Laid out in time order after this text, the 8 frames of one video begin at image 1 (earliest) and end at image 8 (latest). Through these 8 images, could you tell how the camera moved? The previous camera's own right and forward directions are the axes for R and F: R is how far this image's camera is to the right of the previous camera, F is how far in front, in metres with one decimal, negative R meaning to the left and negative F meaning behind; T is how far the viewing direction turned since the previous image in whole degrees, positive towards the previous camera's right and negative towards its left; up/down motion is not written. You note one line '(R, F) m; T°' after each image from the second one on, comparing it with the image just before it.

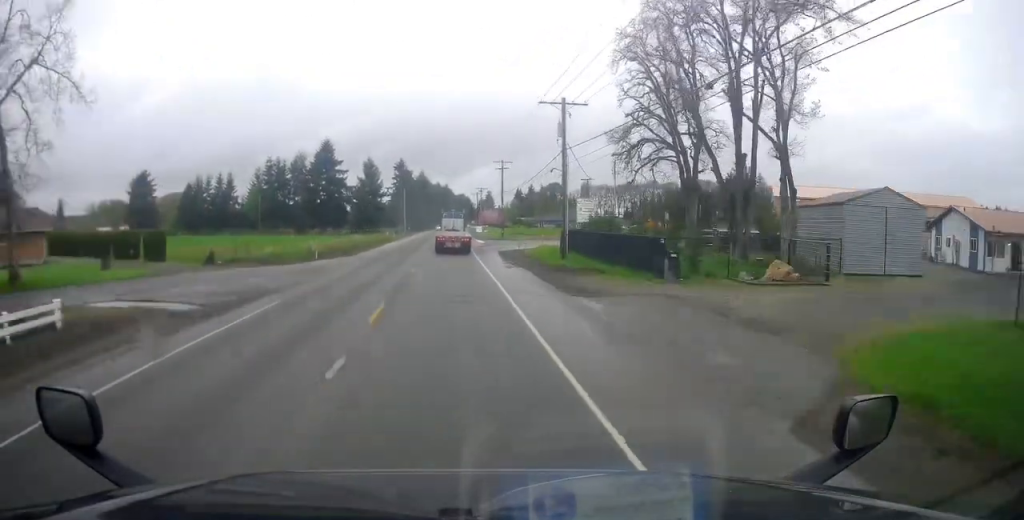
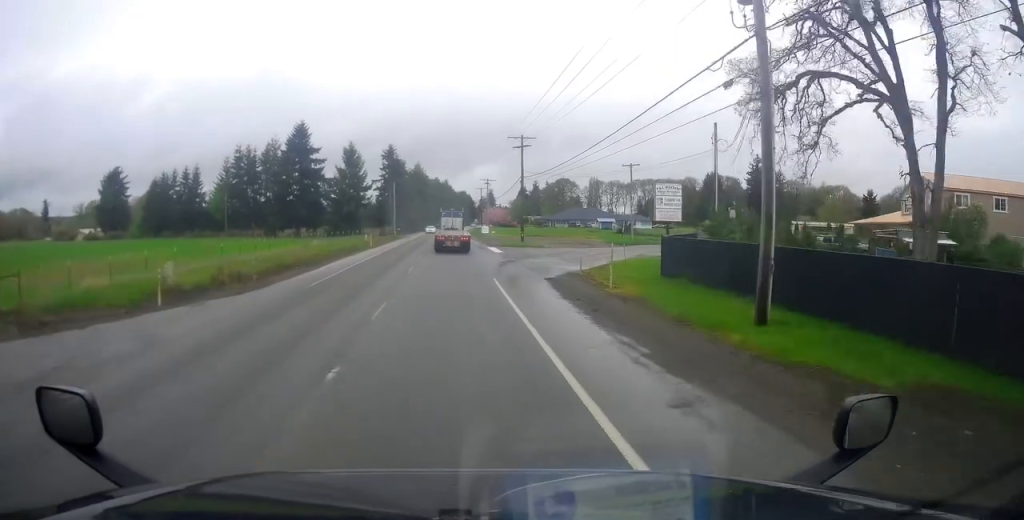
(+0.4, +24.7) m; +1°
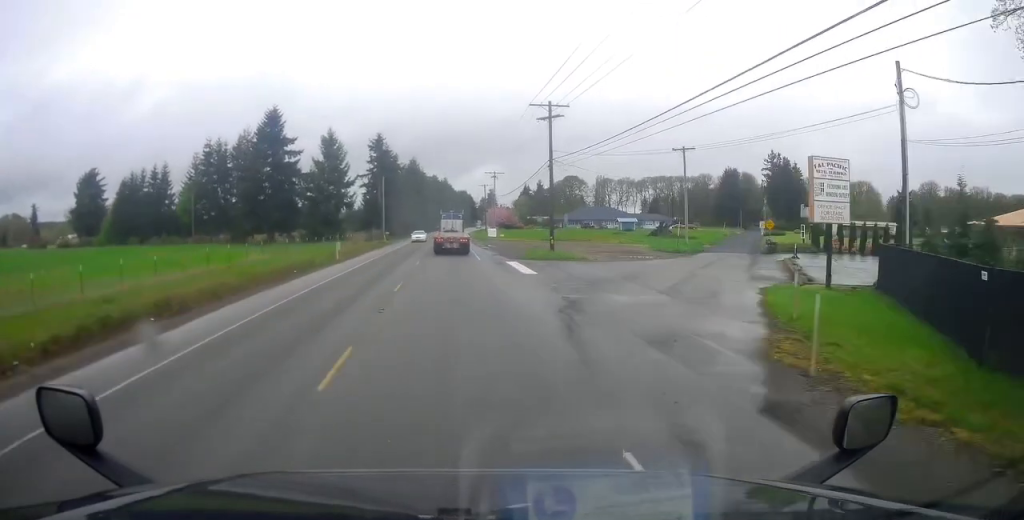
(0.0, +18.0) m; -1°
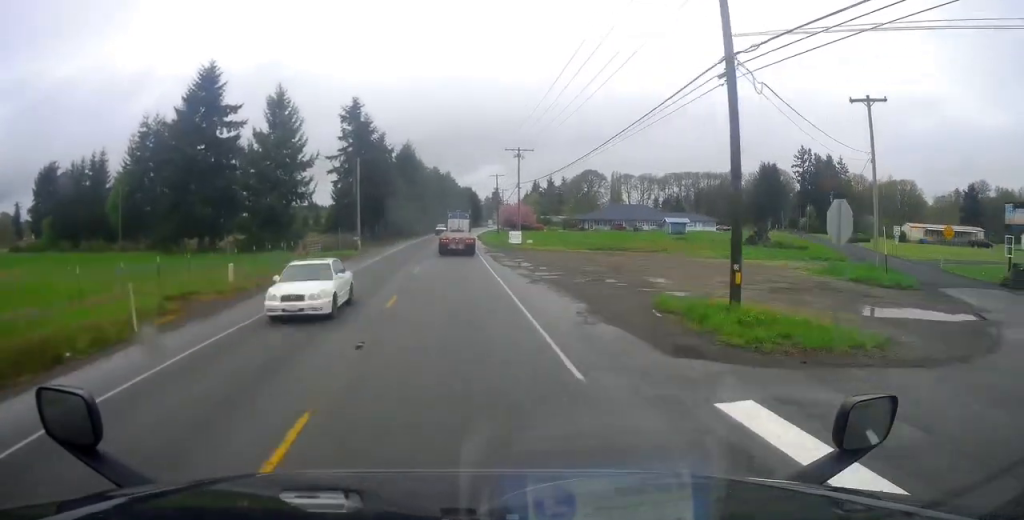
(-0.7, +28.3) m; -2°
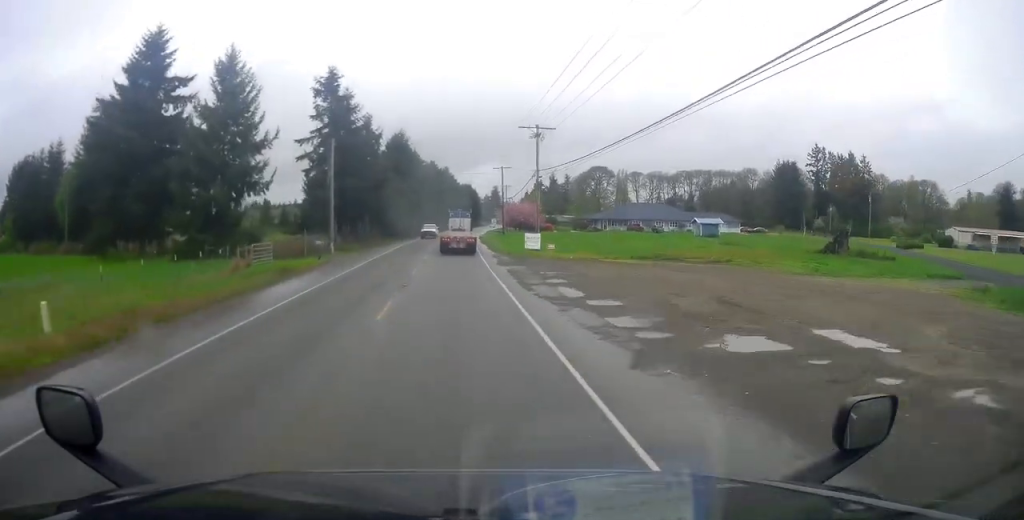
(-0.2, +14.3) m; +1°
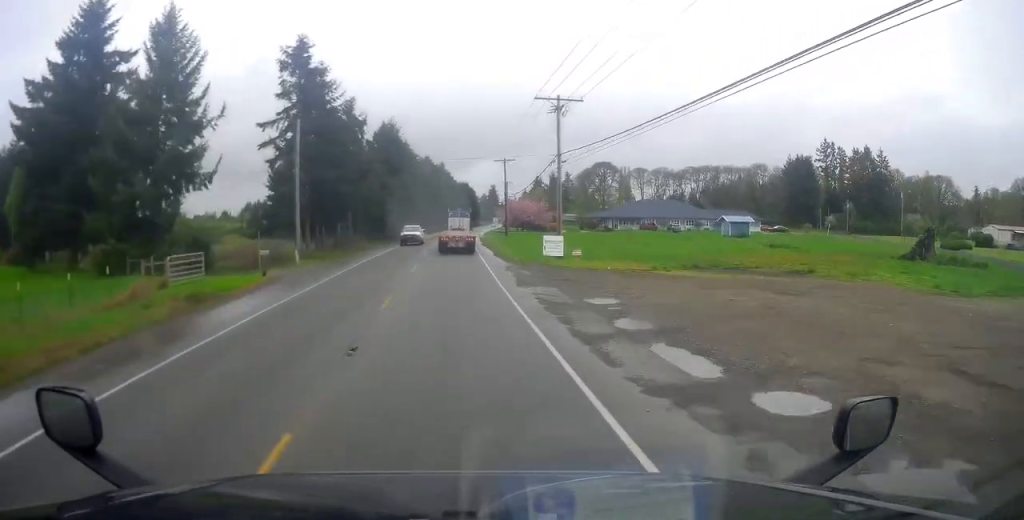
(0.0, +11.0) m; +1°
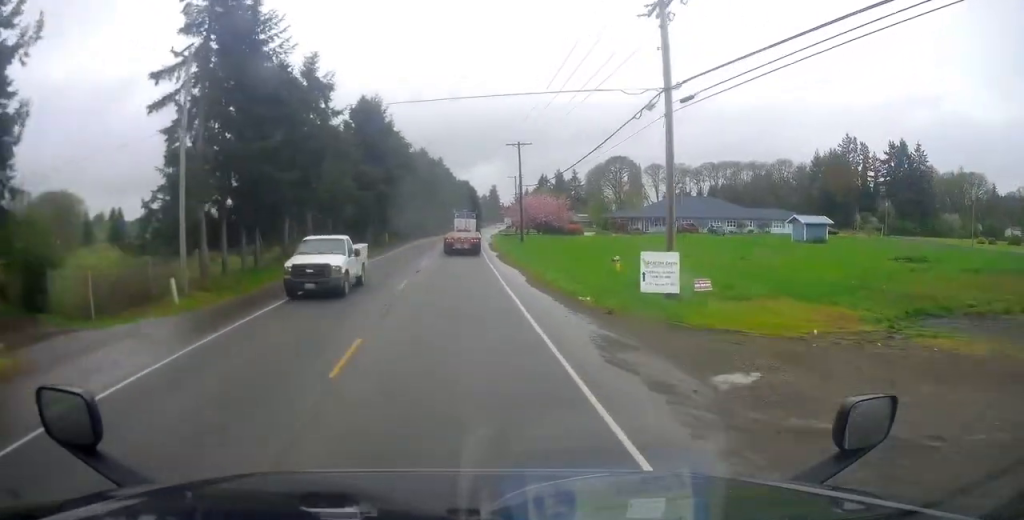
(+0.4, +18.9) m; +2°
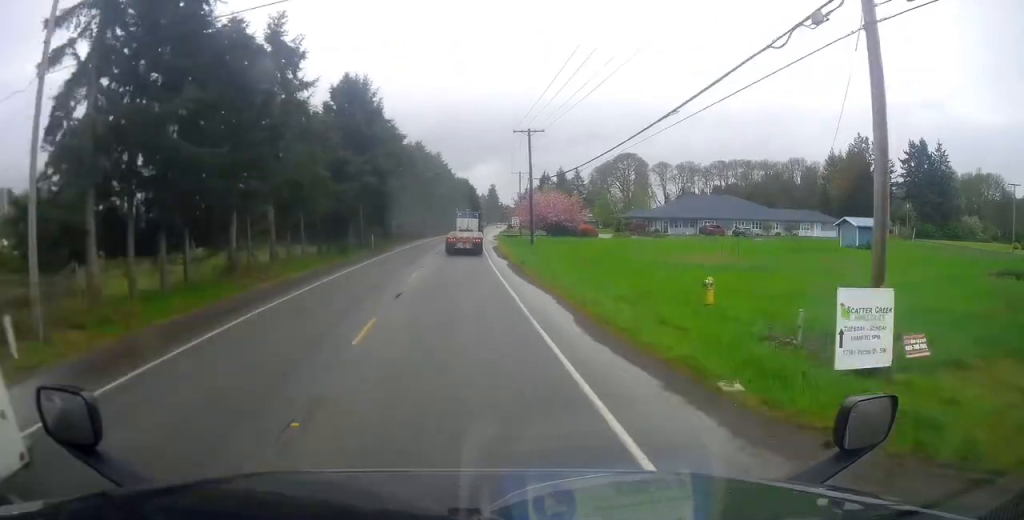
(0.0, +9.7) m; +1°
